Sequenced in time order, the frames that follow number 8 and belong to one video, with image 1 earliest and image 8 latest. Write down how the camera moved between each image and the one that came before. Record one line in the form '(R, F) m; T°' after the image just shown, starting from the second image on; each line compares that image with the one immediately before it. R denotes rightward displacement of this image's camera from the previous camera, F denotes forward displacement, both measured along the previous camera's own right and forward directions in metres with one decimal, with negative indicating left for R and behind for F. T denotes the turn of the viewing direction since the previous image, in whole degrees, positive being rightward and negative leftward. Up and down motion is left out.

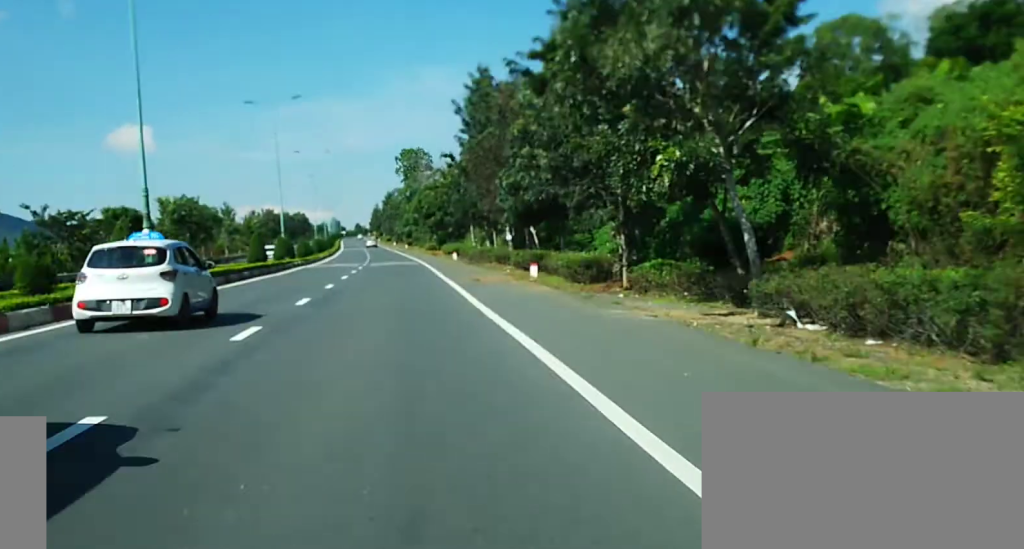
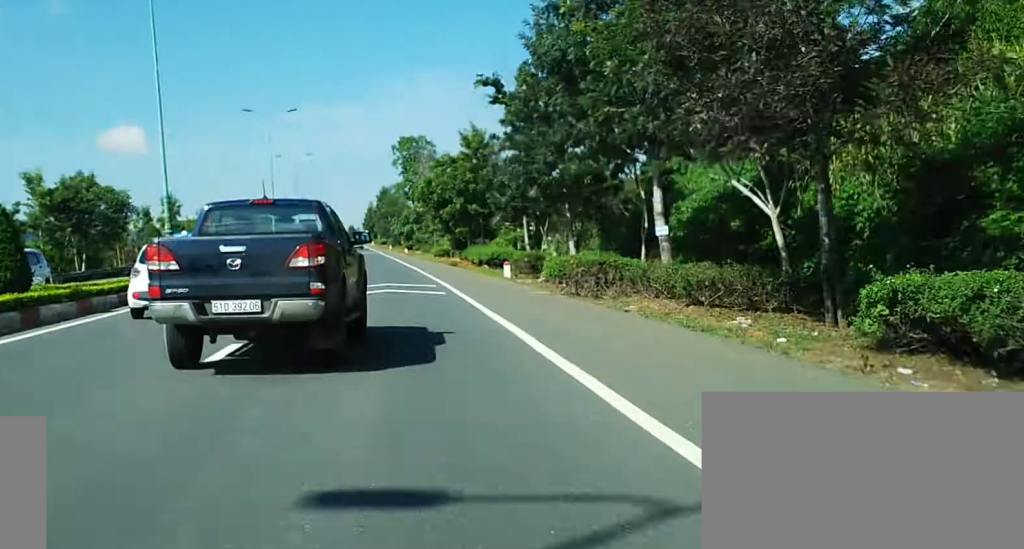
(-0.2, +34.6) m; -1°
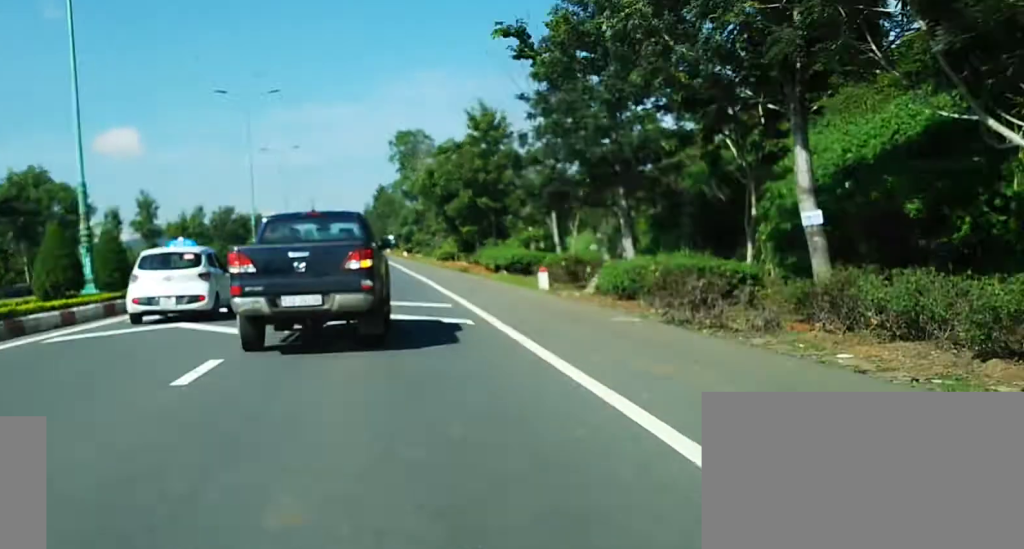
(0.0, +8.7) m; 0°
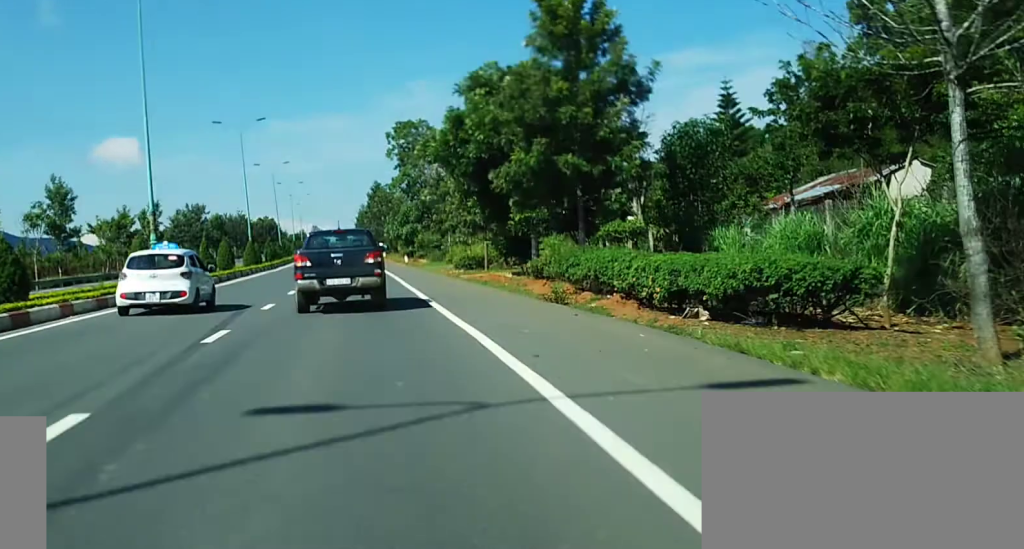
(+0.3, +29.1) m; 0°
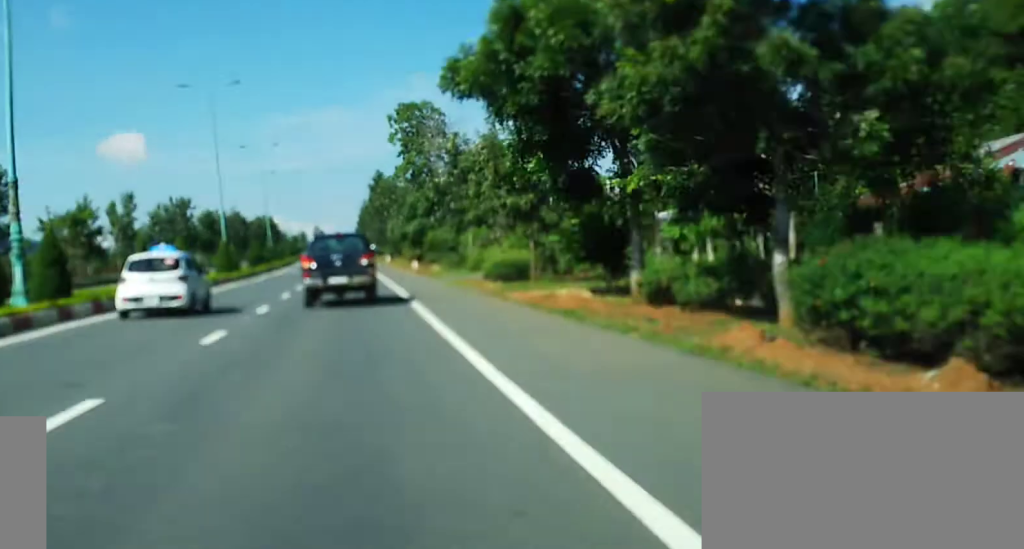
(-0.1, +14.6) m; -1°
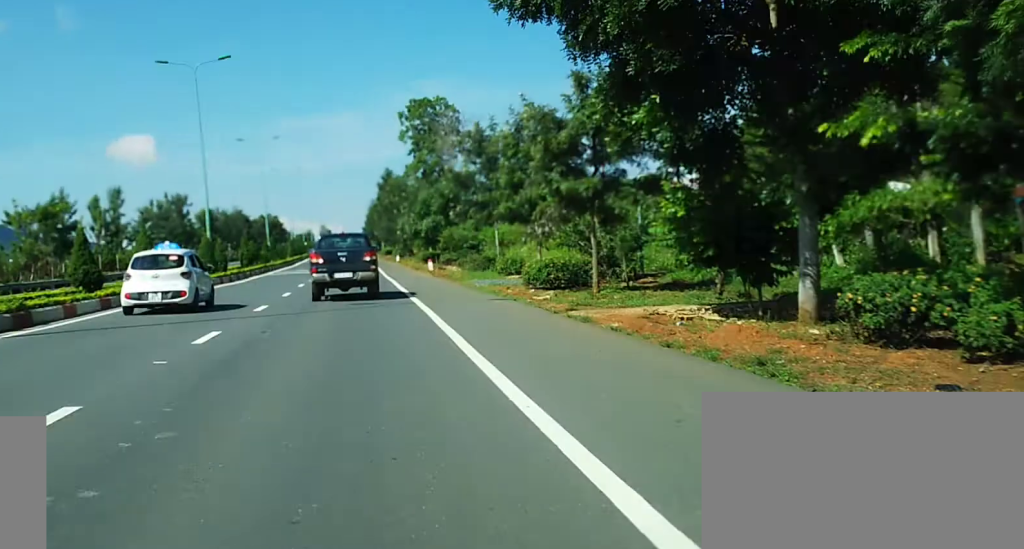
(-0.1, +8.7) m; -1°
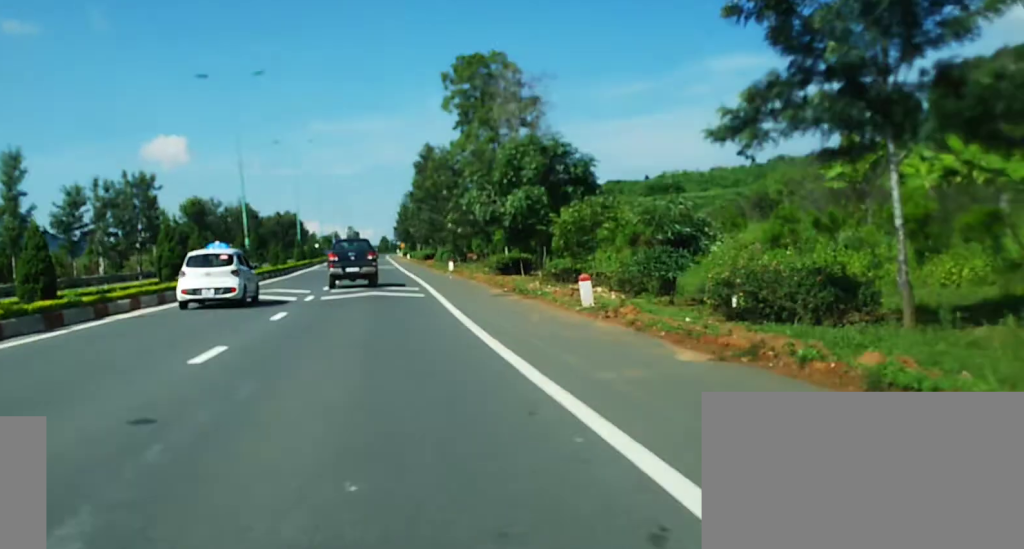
(-0.5, +34.8) m; -1°
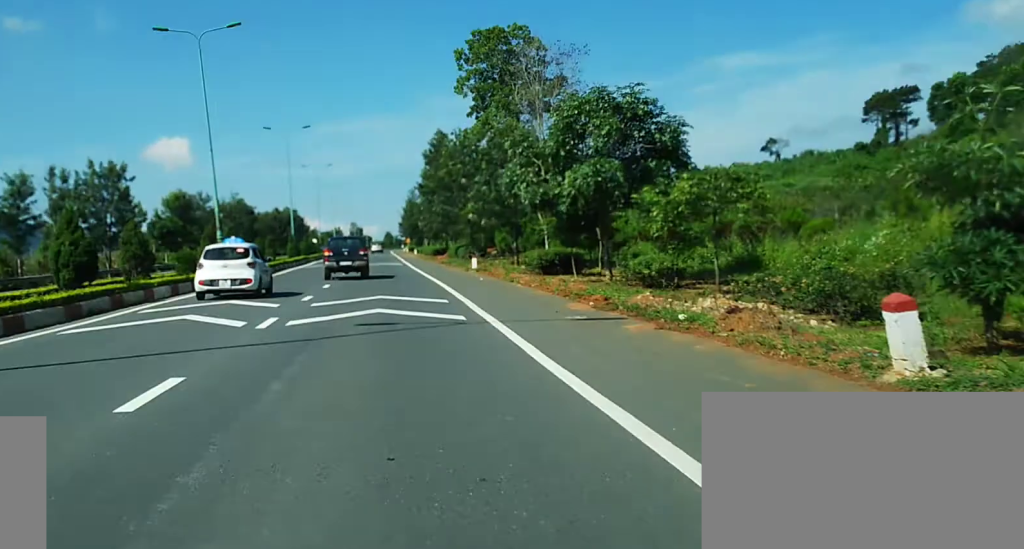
(0.0, +11.5) m; 0°
